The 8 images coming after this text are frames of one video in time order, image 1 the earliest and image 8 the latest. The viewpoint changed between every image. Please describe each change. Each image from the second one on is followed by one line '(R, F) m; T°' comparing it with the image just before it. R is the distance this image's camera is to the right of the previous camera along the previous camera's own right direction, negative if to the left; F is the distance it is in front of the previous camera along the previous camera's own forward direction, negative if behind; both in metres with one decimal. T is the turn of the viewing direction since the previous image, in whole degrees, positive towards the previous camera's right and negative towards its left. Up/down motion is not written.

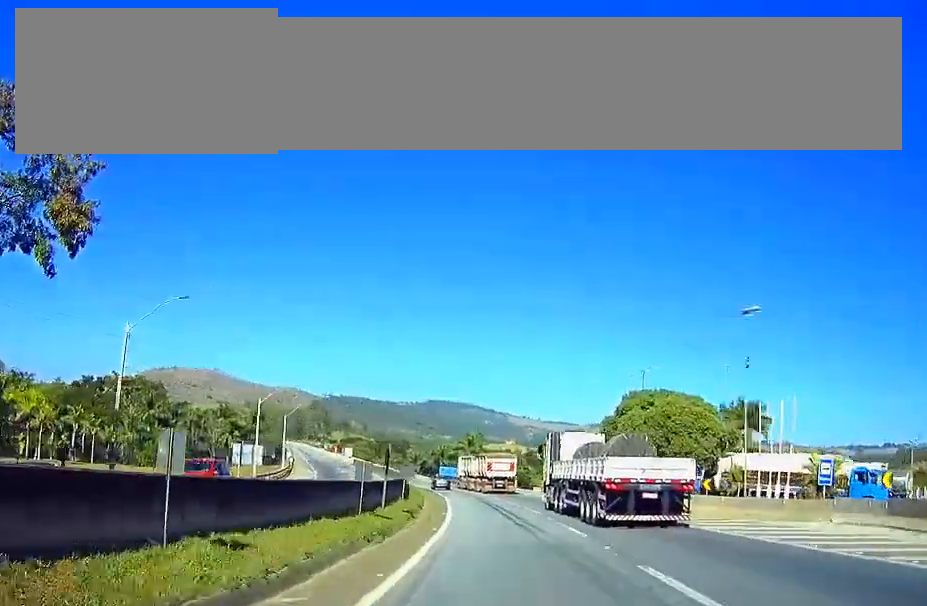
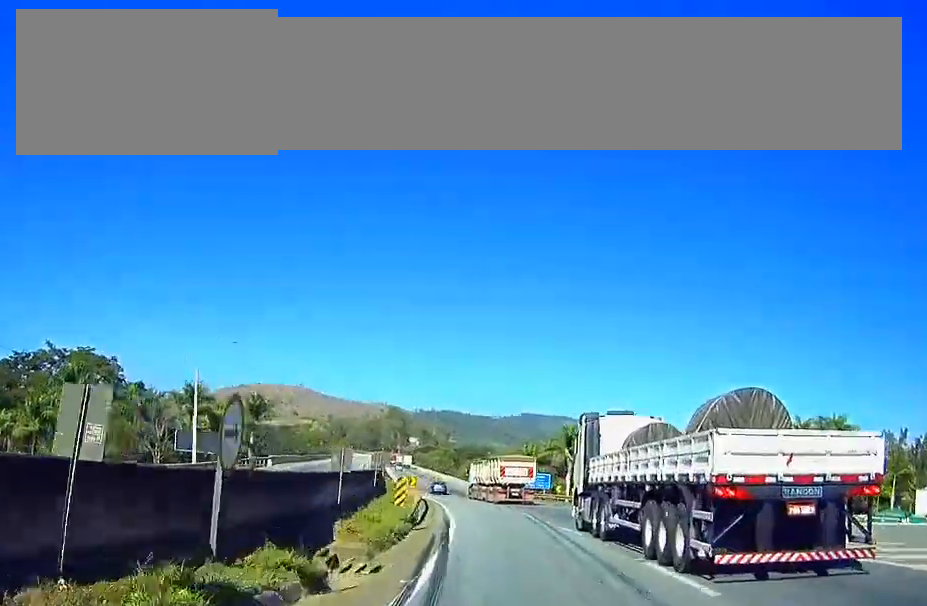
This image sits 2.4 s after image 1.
(-4.0, +61.7) m; -9°
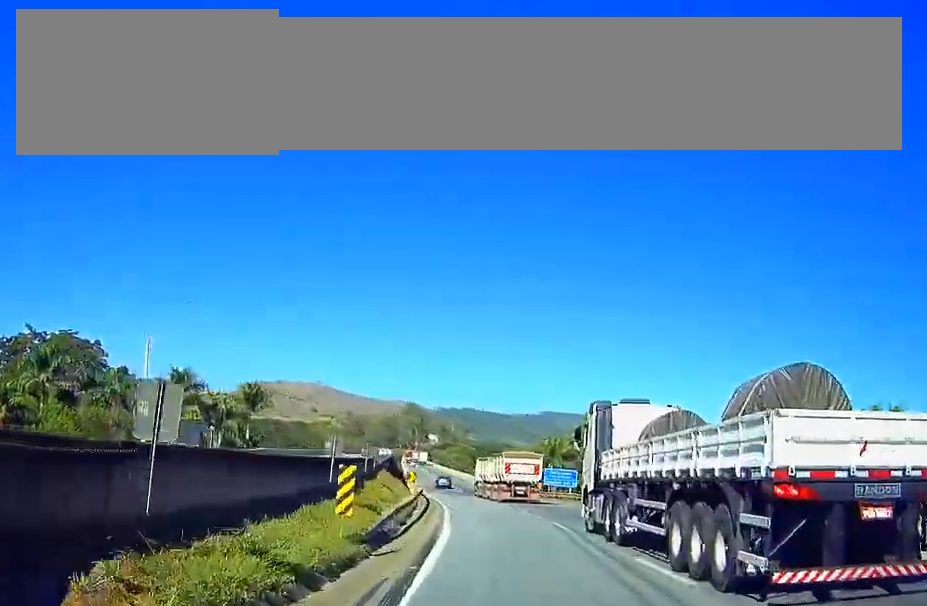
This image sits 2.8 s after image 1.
(-0.4, +11.7) m; -1°
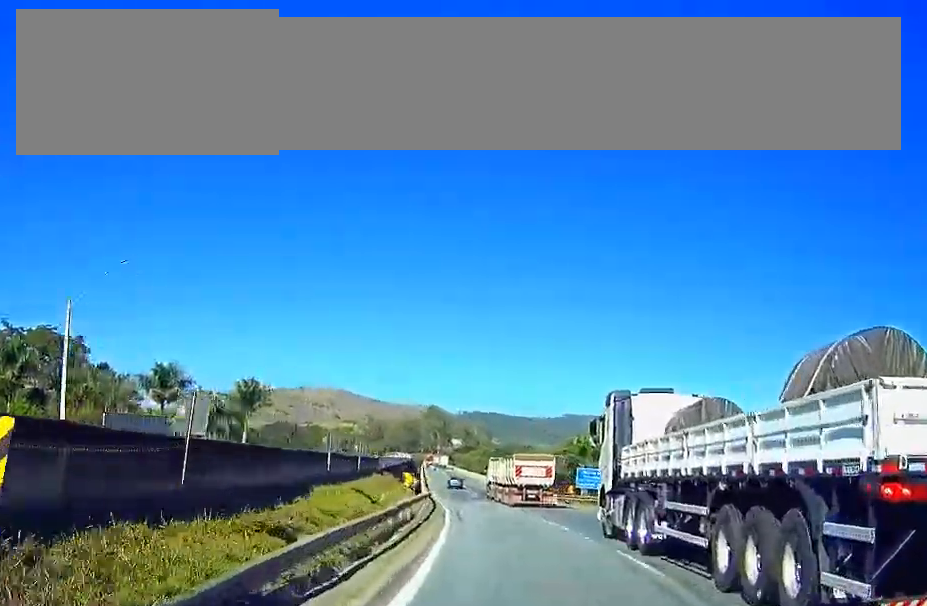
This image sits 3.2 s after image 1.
(-0.3, +11.8) m; -1°
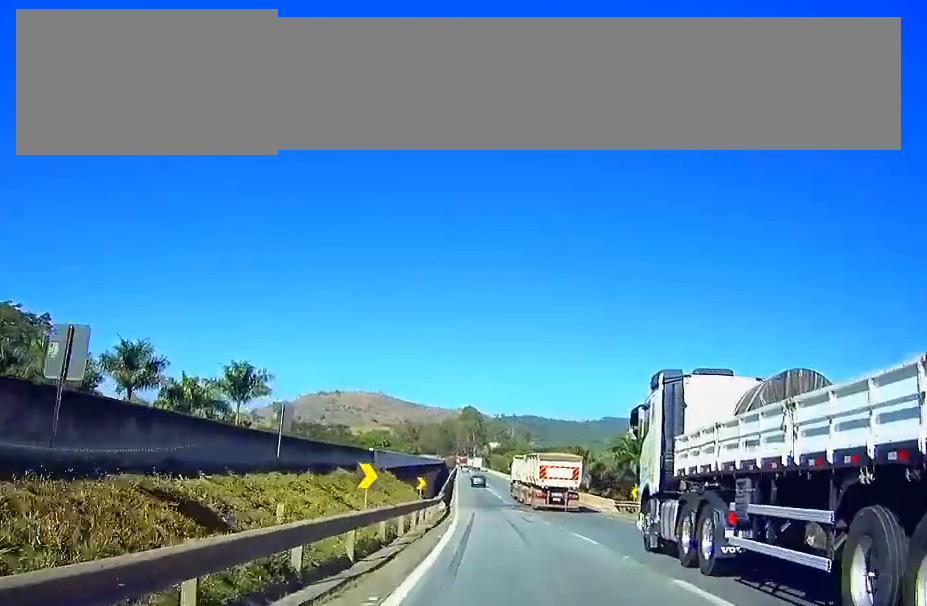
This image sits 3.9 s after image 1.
(-0.1, +17.4) m; -1°
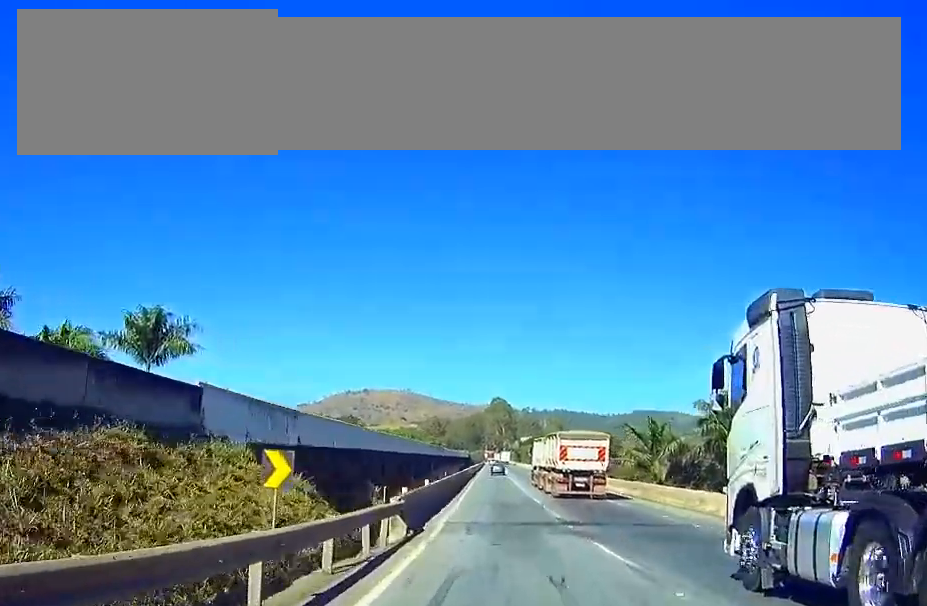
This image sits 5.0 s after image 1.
(-0.7, +30.7) m; -3°
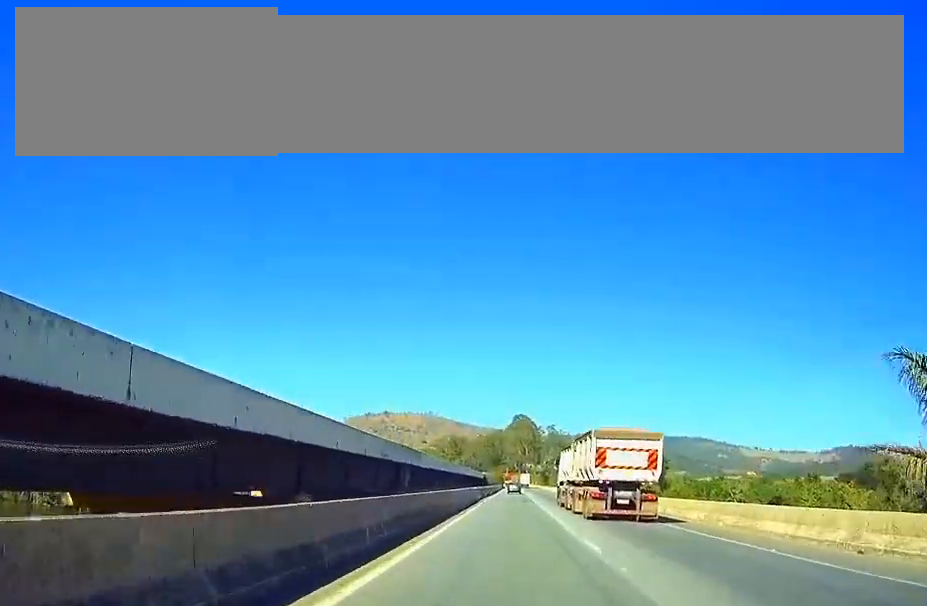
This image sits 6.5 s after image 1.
(-0.8, +43.6) m; -1°
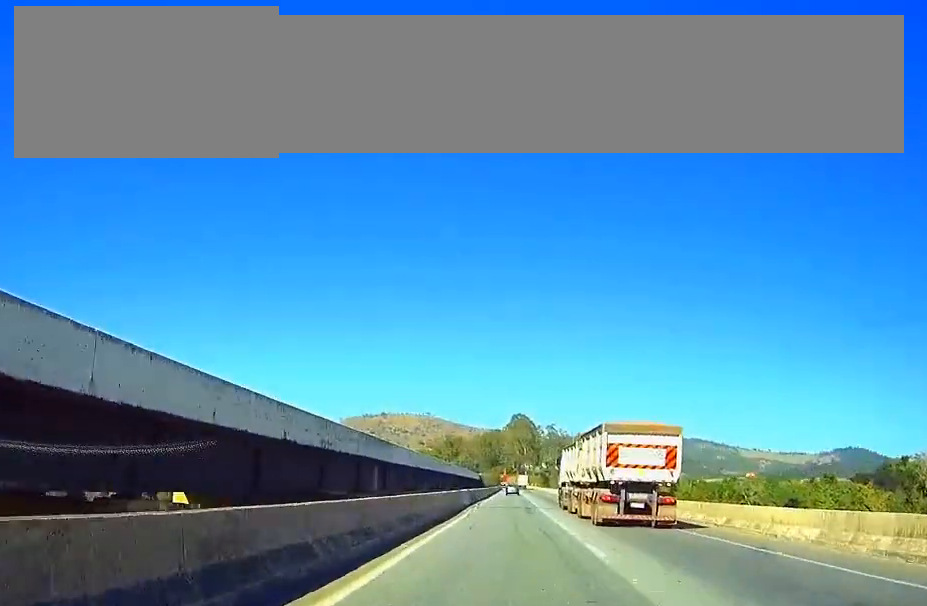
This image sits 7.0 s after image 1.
(0.0, +13.5) m; 0°
